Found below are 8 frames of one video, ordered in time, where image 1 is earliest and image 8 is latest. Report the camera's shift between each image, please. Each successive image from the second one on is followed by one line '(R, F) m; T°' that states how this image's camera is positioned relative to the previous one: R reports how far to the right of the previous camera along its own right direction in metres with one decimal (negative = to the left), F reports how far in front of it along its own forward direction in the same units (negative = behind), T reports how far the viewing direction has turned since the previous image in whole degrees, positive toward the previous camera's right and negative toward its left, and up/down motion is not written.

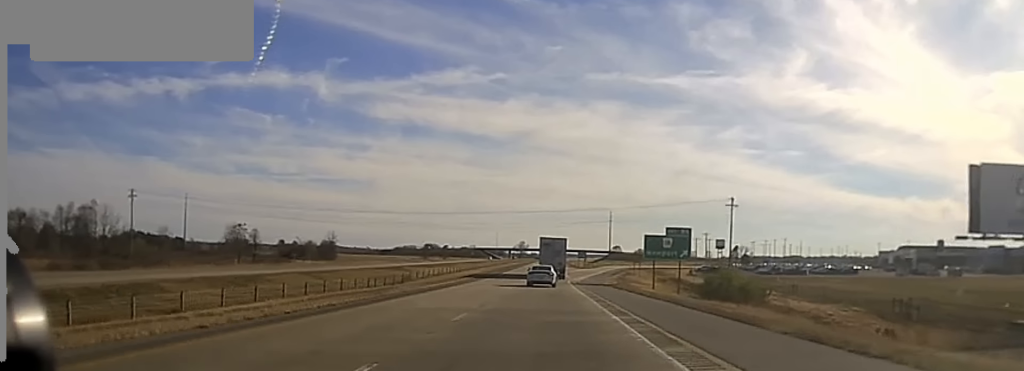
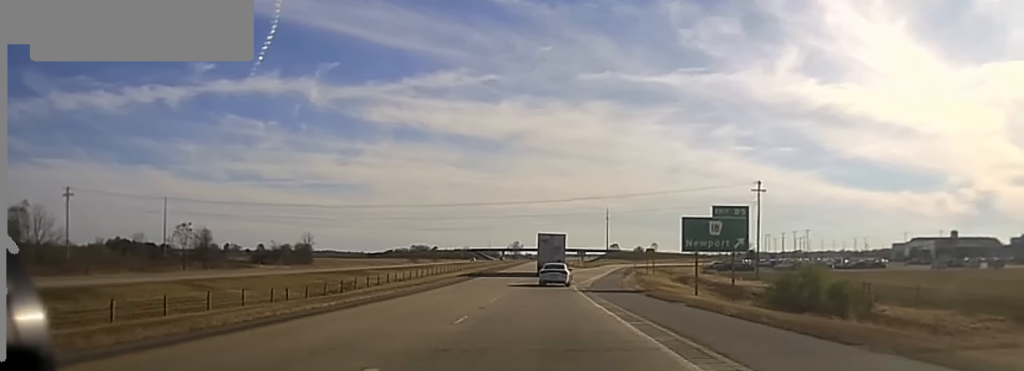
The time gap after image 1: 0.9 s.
(-0.4, +29.3) m; -1°
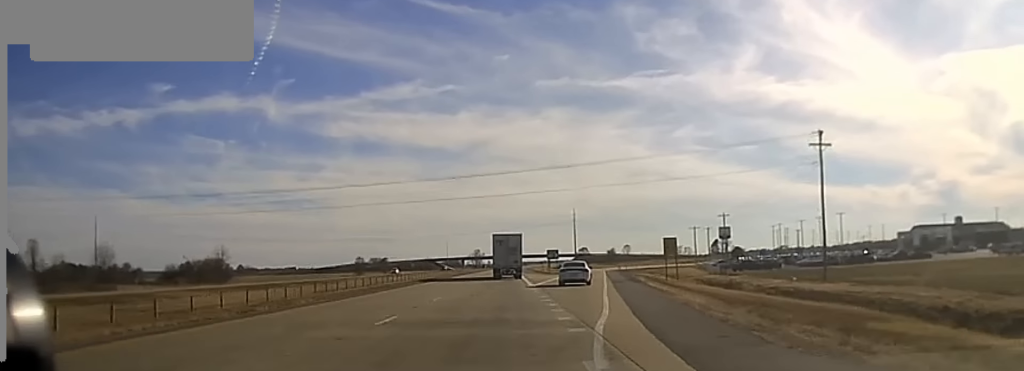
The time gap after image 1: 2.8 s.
(+0.1, +49.3) m; +2°
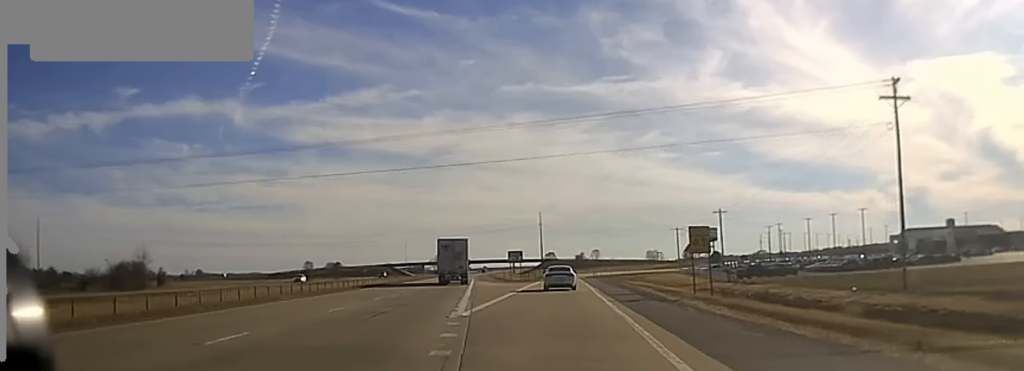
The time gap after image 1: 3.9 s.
(+0.6, +25.0) m; +2°
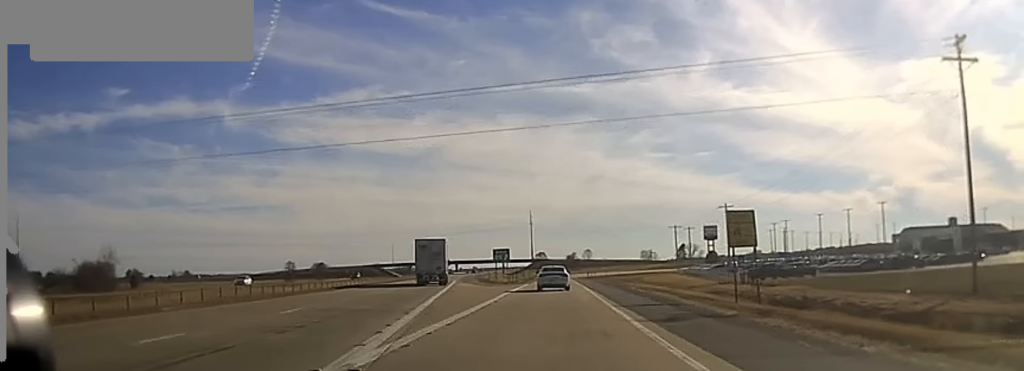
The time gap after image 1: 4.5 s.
(+0.1, +12.5) m; +1°
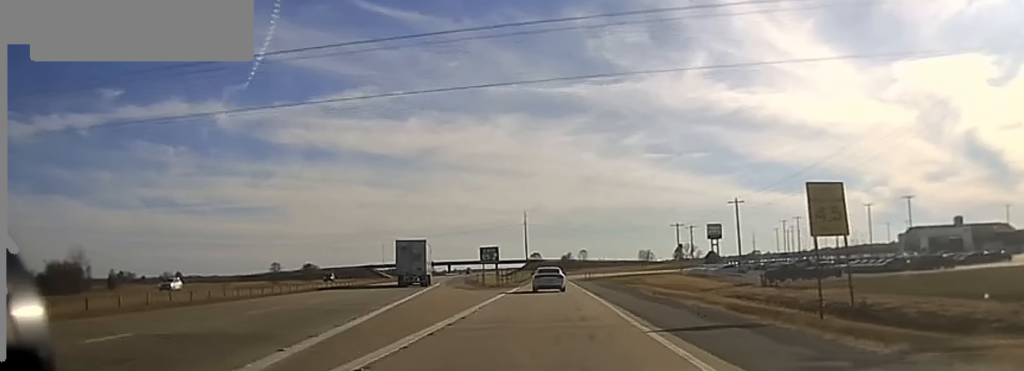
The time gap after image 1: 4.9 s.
(+0.1, +11.3) m; 0°
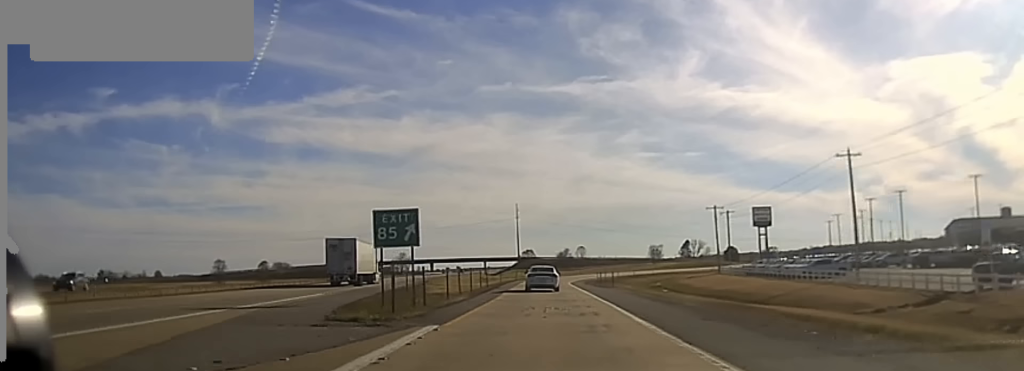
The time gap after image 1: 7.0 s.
(+0.2, +51.4) m; 0°
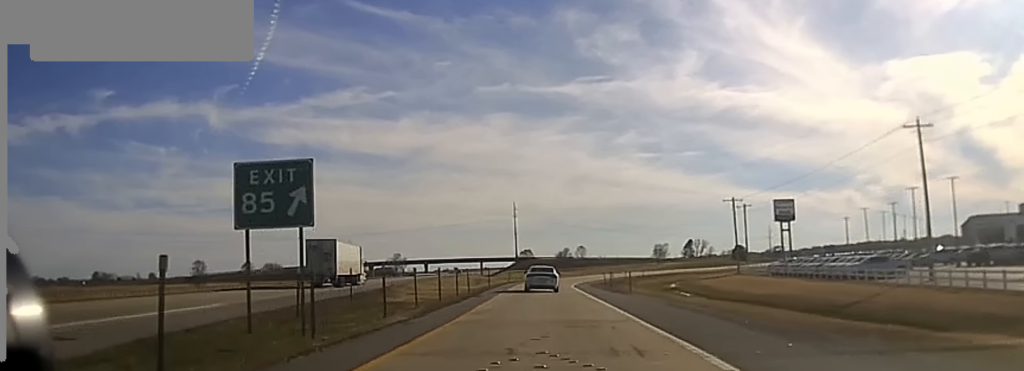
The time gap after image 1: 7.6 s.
(0.0, +17.1) m; 0°
